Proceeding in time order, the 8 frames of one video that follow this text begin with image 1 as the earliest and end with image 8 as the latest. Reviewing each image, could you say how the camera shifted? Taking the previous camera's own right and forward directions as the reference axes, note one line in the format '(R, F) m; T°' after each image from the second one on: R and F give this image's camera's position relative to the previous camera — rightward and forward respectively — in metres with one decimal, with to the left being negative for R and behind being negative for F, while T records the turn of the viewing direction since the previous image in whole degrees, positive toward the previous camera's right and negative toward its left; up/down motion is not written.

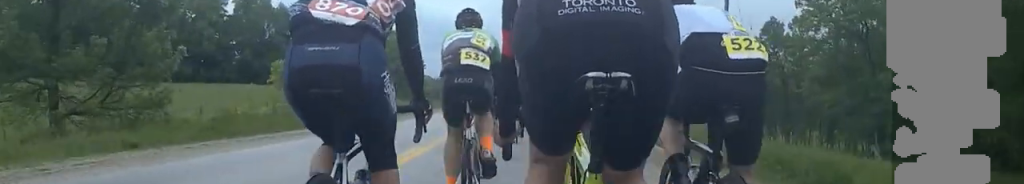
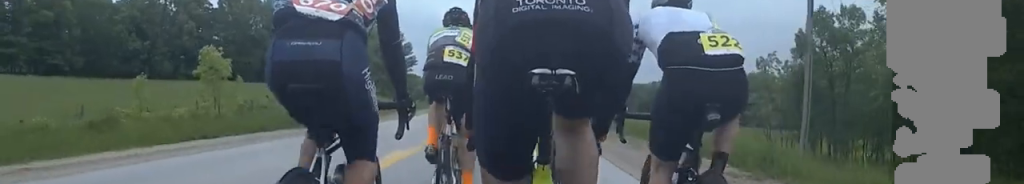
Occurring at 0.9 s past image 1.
(0.0, +10.0) m; -2°
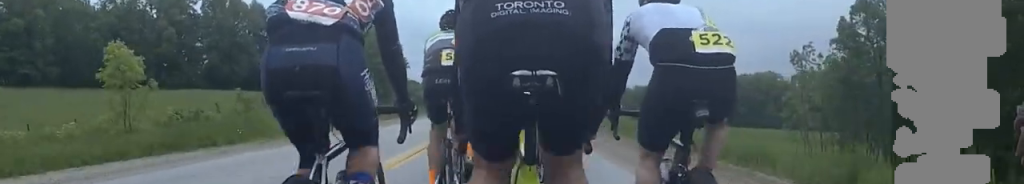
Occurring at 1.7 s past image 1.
(-0.2, +7.7) m; -2°
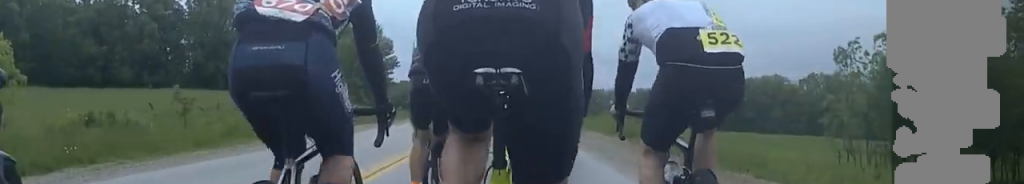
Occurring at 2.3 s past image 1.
(0.0, +7.0) m; -1°
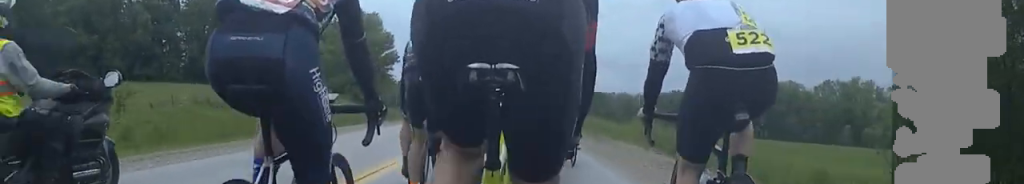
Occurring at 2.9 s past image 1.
(-0.1, +6.0) m; 0°
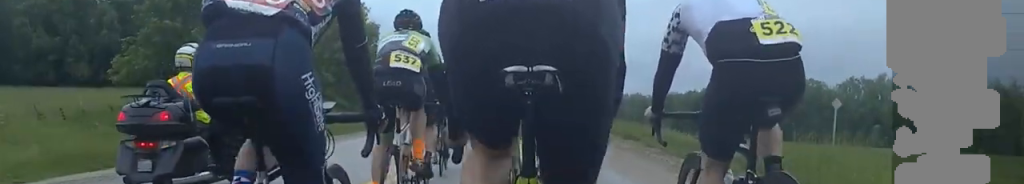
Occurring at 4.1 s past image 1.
(0.0, +12.8) m; +1°
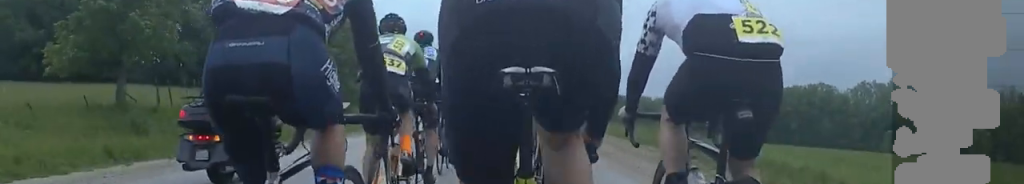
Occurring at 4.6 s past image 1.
(0.0, +5.1) m; +1°
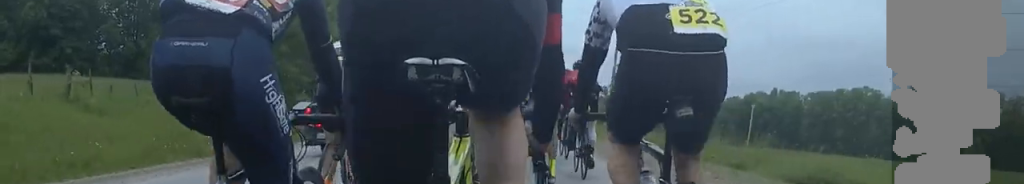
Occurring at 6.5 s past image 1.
(0.0, +18.9) m; -2°
